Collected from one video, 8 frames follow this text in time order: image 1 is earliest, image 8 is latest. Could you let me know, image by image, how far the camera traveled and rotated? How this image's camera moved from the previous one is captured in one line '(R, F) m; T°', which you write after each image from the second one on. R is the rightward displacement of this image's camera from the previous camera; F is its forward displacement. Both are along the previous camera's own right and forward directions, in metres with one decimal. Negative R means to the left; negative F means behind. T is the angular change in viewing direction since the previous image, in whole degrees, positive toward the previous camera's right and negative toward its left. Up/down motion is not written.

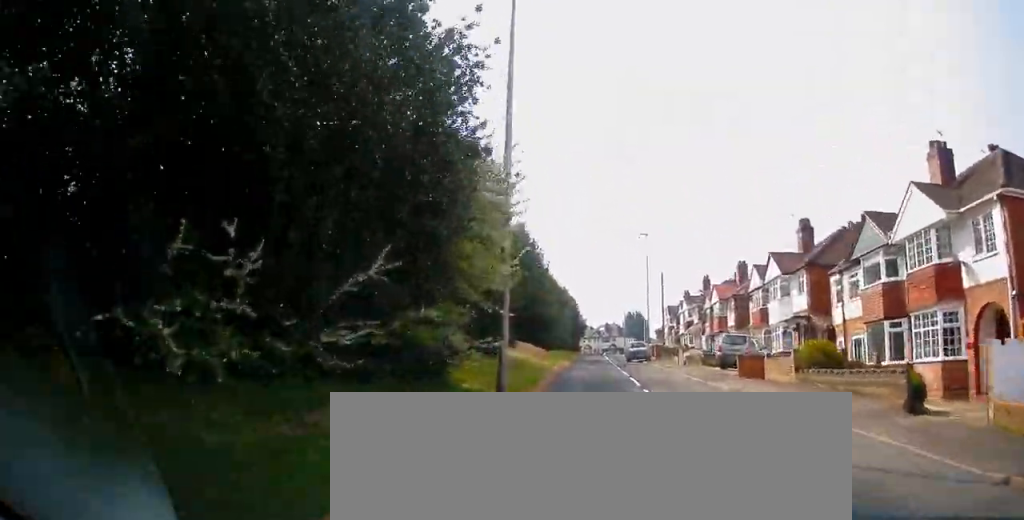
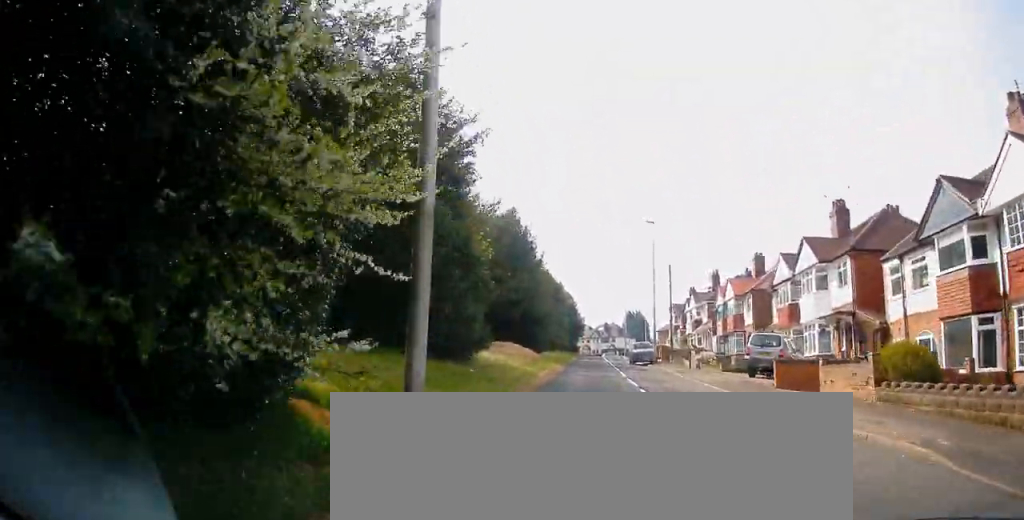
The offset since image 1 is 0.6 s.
(-0.2, +5.3) m; -1°
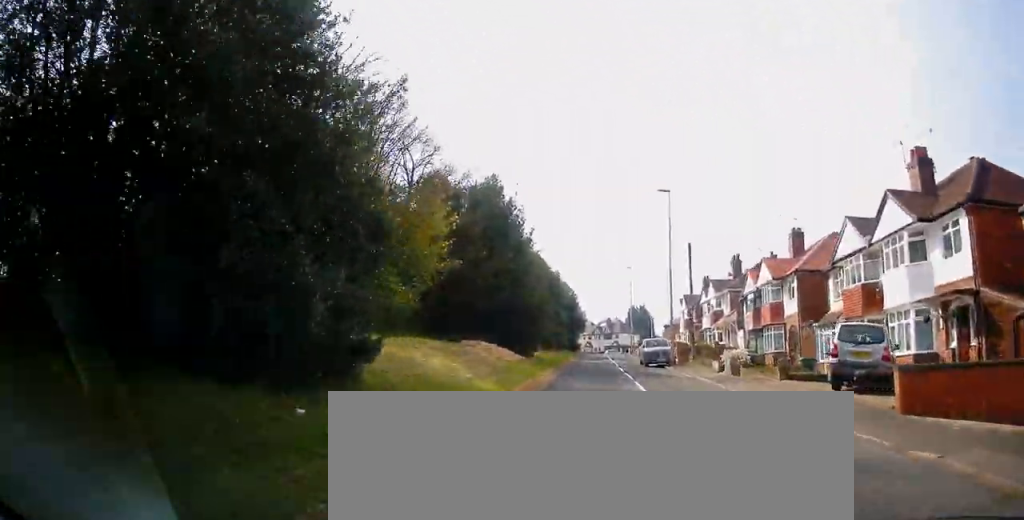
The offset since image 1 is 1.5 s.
(-0.1, +8.3) m; 0°
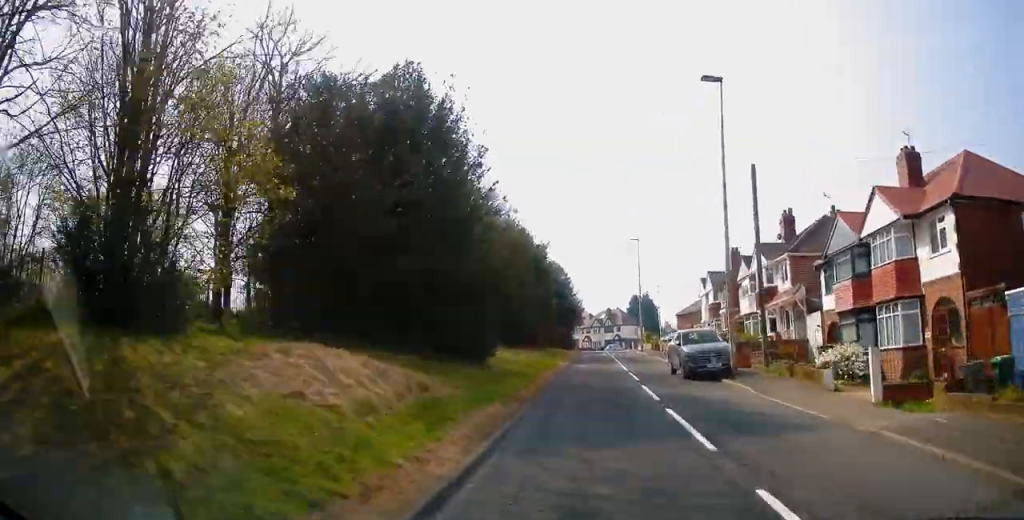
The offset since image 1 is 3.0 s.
(+0.3, +14.3) m; +1°
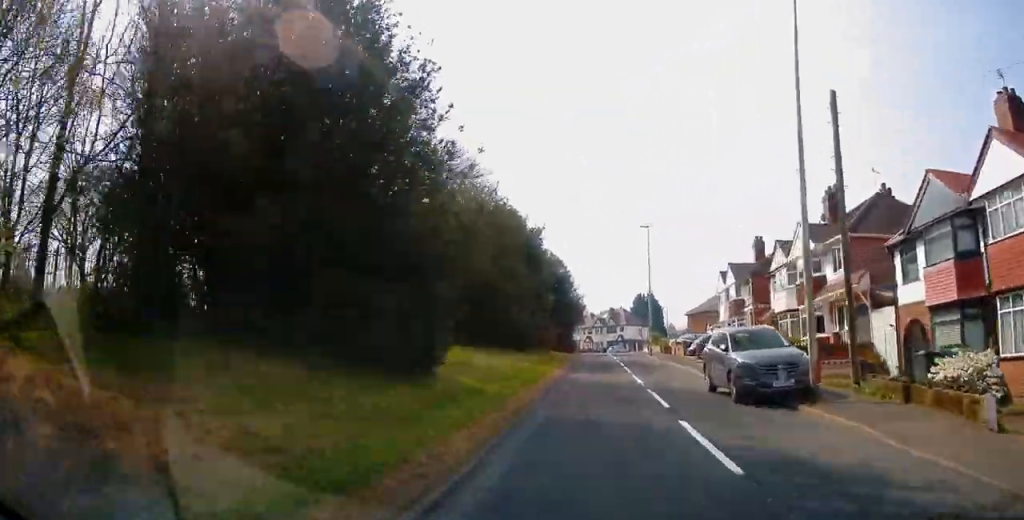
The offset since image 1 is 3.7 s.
(-0.2, +7.3) m; 0°
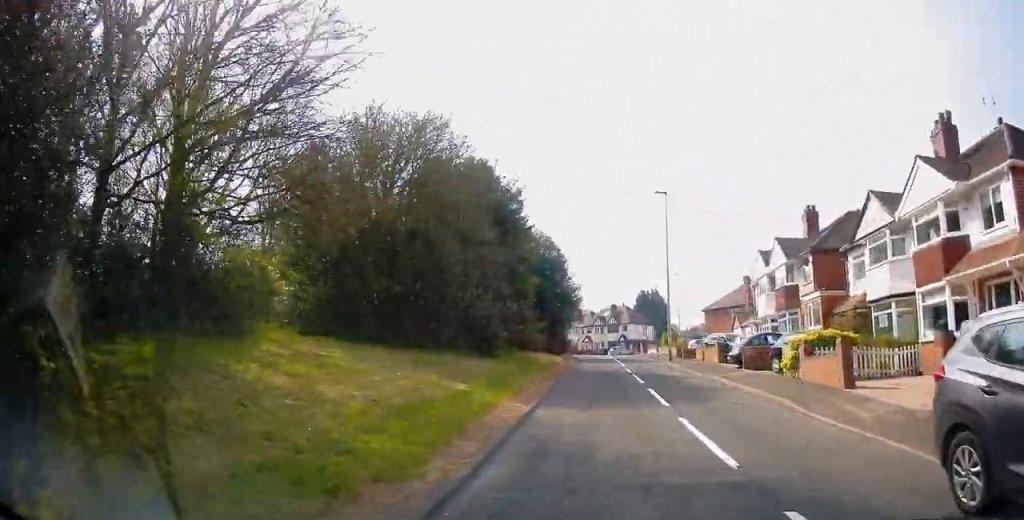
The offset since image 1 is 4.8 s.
(+0.1, +11.6) m; 0°
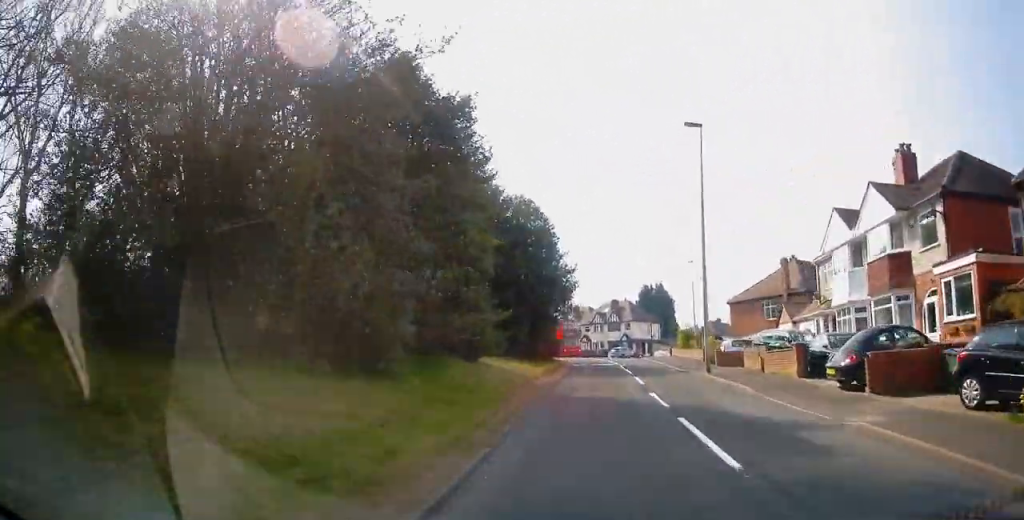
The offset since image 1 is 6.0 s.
(-0.3, +12.1) m; -2°
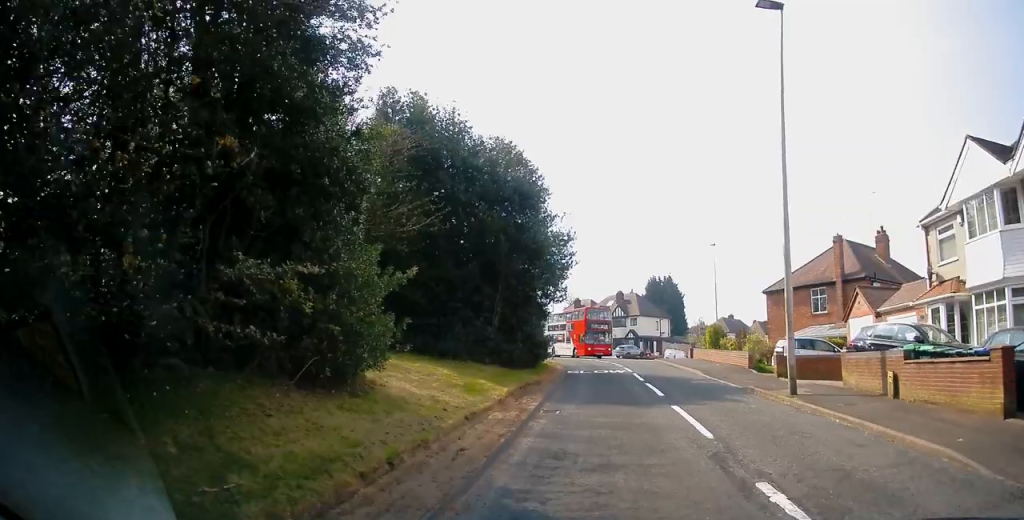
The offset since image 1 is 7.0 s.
(0.0, +9.6) m; 0°
